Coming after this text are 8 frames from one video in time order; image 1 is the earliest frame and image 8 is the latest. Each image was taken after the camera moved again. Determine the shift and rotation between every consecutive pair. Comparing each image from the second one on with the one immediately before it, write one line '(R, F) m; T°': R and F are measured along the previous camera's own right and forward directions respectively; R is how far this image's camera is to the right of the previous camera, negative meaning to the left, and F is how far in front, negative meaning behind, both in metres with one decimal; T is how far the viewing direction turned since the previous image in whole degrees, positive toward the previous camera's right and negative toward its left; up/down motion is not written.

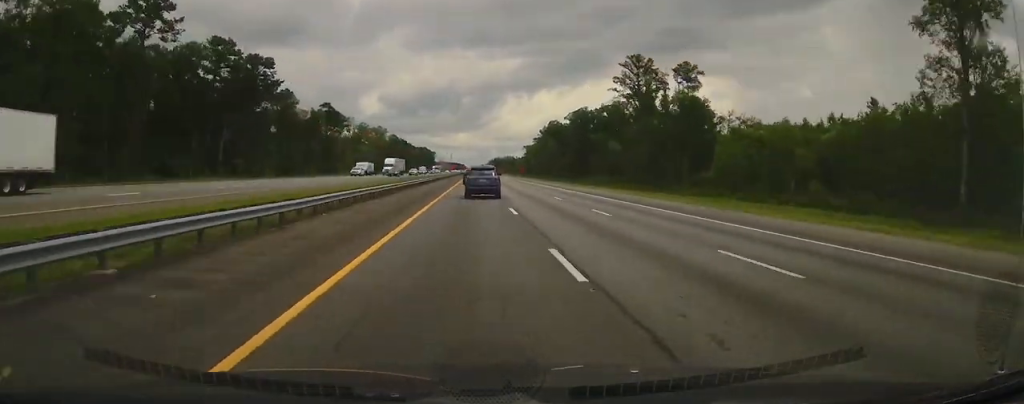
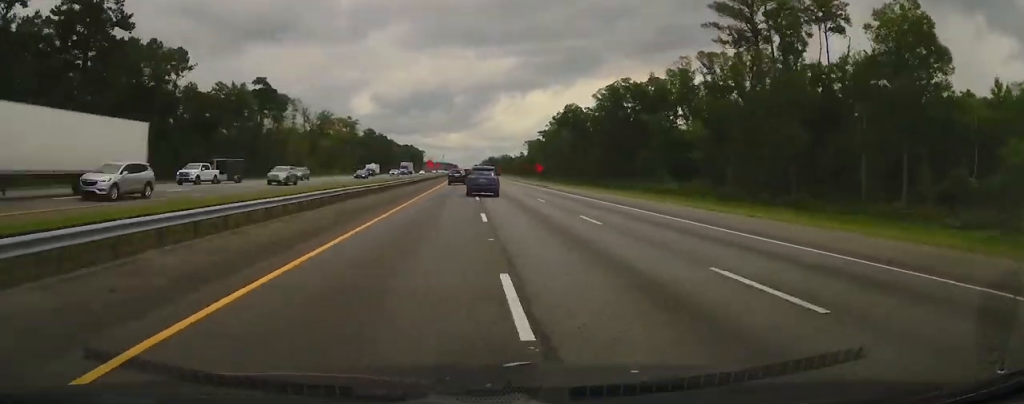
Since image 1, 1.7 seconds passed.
(+0.5, +65.1) m; 0°
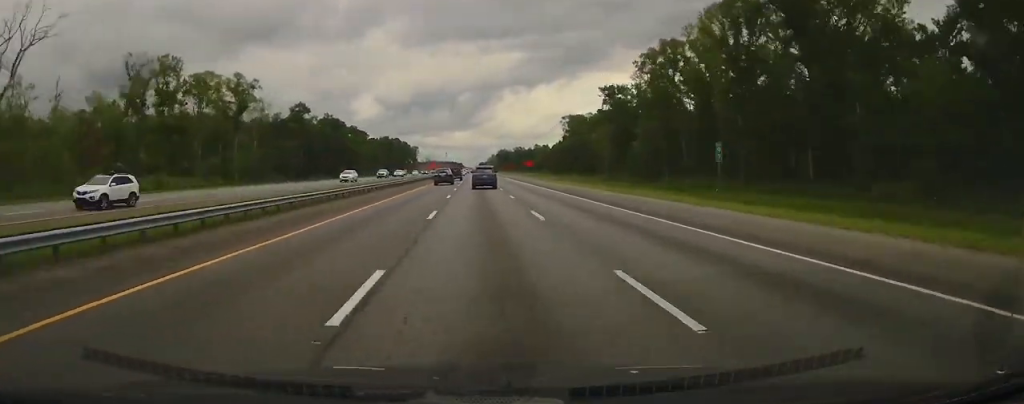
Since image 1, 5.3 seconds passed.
(+0.1, +135.3) m; 0°
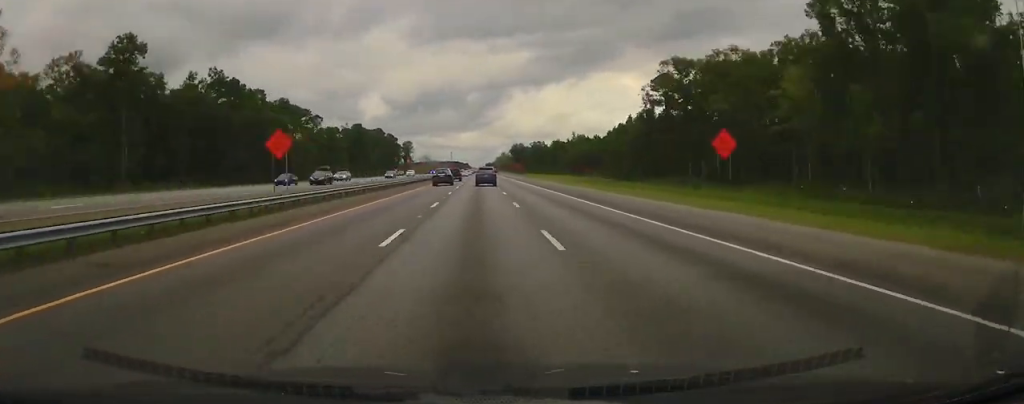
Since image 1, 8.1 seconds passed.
(-1.4, +105.2) m; 0°
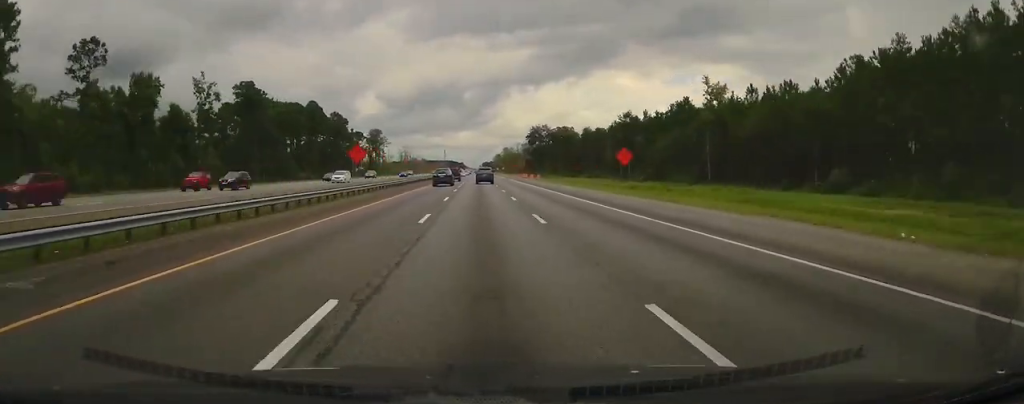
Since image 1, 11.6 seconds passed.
(+1.4, +130.2) m; 0°
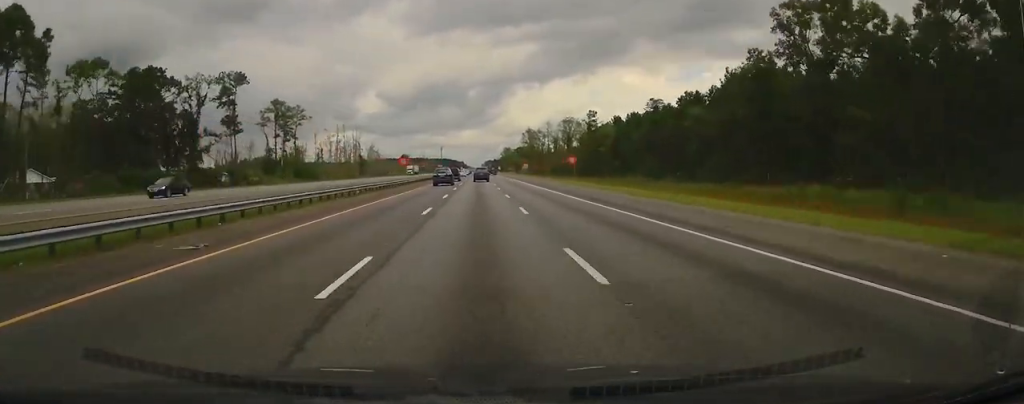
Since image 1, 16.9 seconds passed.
(-0.9, +199.0) m; 0°
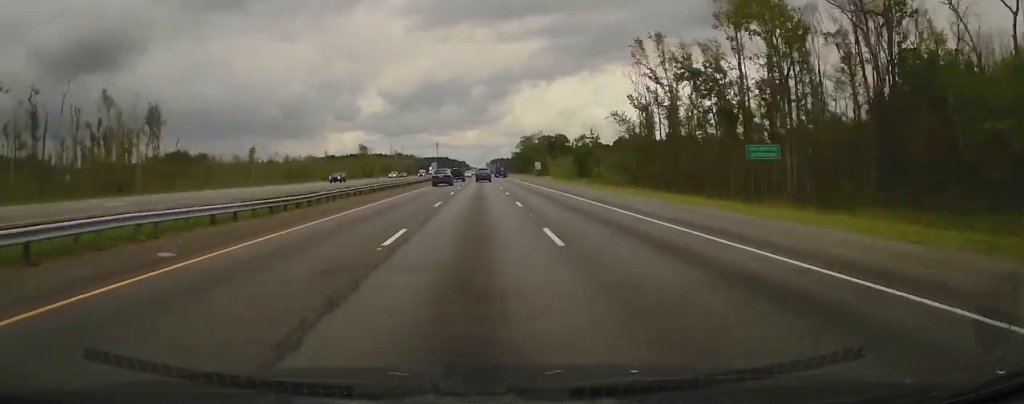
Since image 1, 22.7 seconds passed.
(+0.7, +212.4) m; 0°
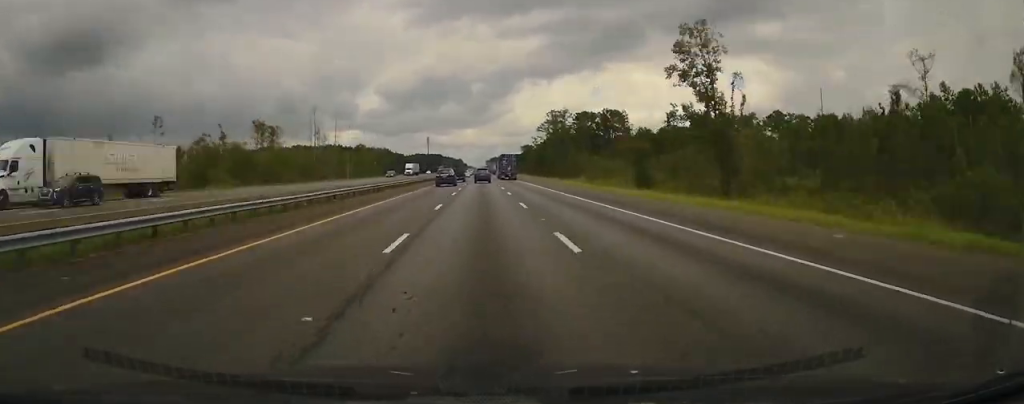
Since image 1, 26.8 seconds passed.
(-0.5, +152.7) m; 0°
